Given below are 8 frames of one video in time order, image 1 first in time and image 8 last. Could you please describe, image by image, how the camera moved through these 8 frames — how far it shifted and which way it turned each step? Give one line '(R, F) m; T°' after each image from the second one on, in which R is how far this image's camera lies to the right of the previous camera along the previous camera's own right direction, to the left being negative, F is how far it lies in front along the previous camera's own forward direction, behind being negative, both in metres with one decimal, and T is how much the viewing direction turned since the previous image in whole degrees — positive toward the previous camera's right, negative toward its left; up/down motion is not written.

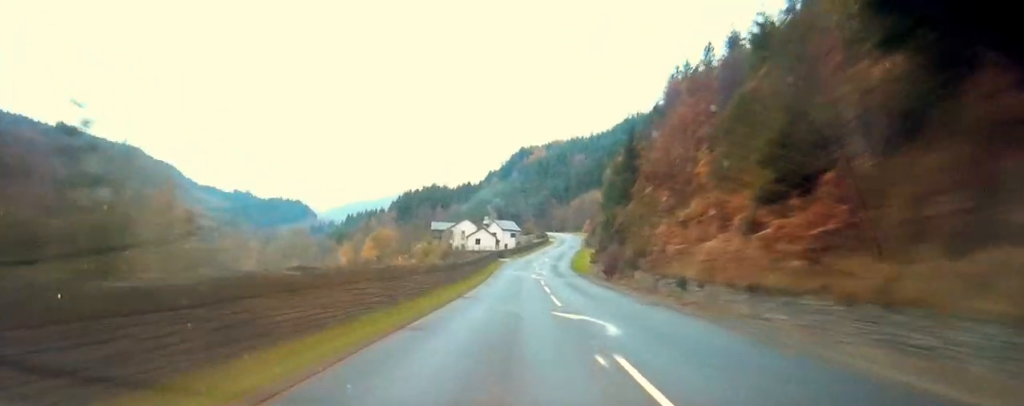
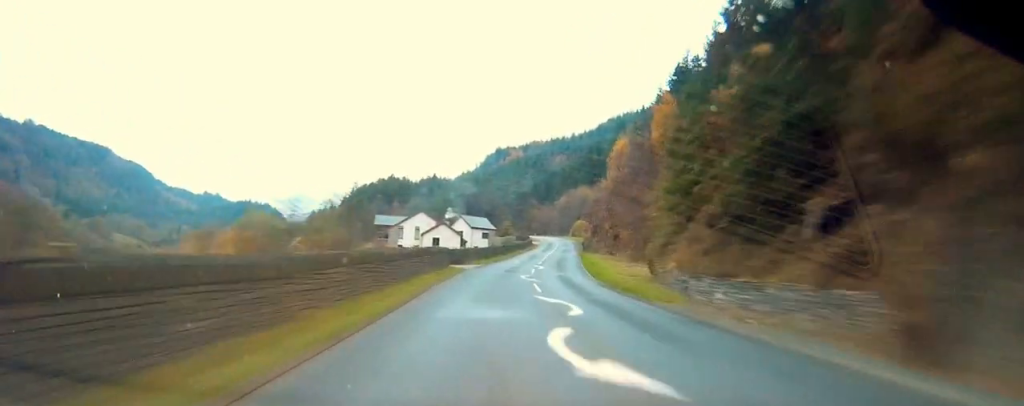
(+0.7, +43.7) m; +3°
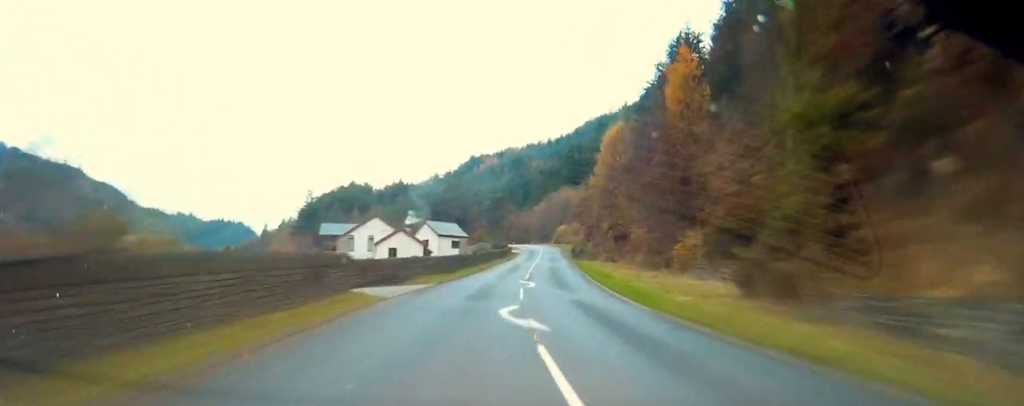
(+0.3, +21.6) m; +2°
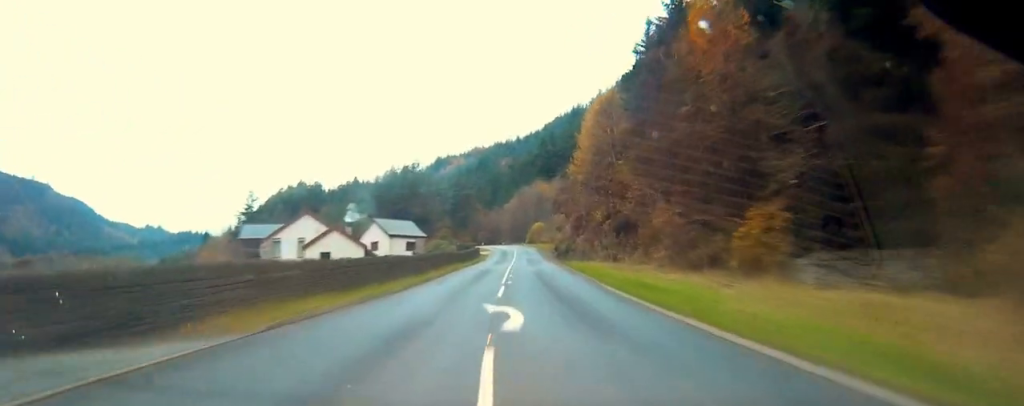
(+0.5, +20.4) m; +1°
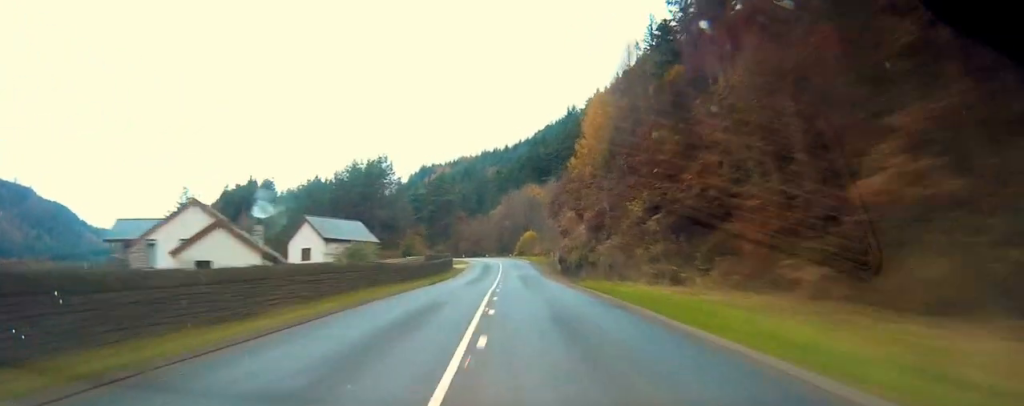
(+0.2, +26.0) m; 0°
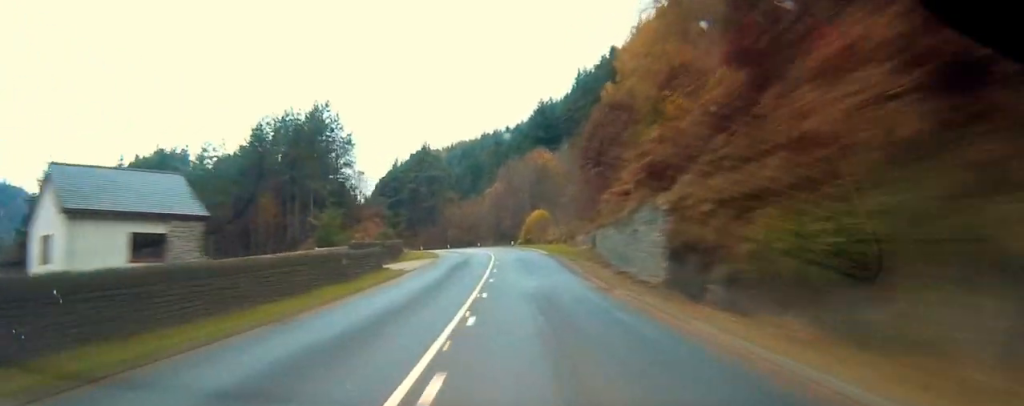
(+0.1, +39.7) m; 0°
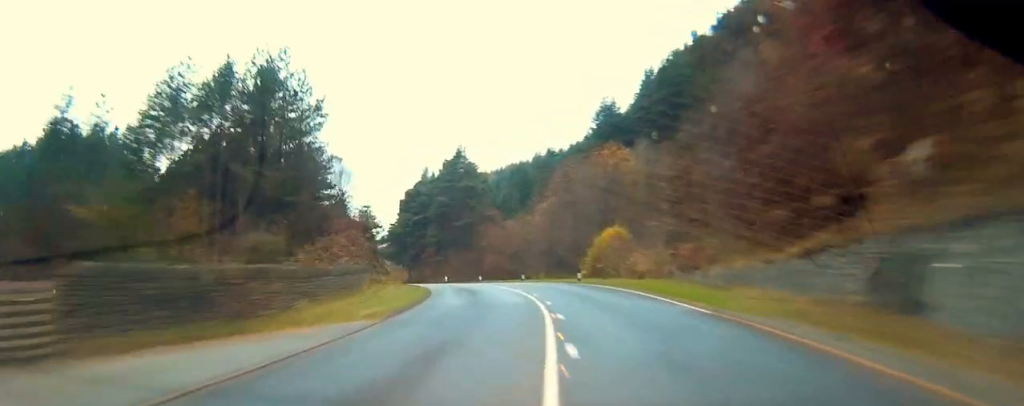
(-0.1, +32.0) m; -6°
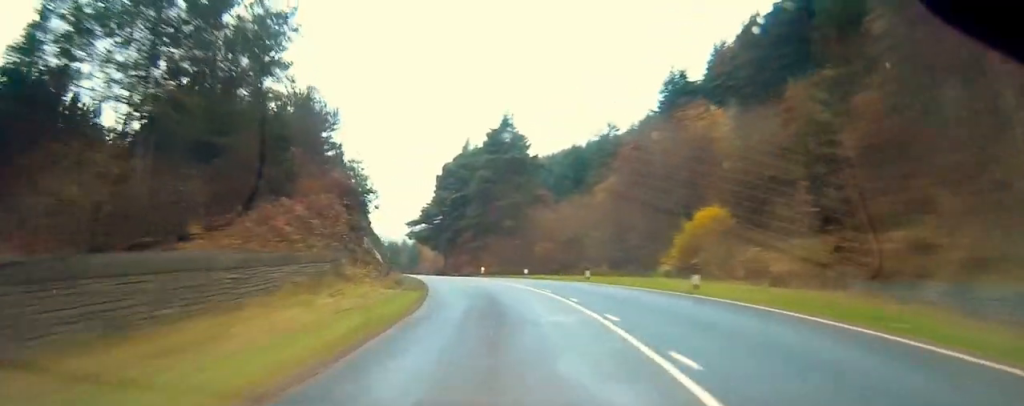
(-1.4, +18.1) m; -5°
